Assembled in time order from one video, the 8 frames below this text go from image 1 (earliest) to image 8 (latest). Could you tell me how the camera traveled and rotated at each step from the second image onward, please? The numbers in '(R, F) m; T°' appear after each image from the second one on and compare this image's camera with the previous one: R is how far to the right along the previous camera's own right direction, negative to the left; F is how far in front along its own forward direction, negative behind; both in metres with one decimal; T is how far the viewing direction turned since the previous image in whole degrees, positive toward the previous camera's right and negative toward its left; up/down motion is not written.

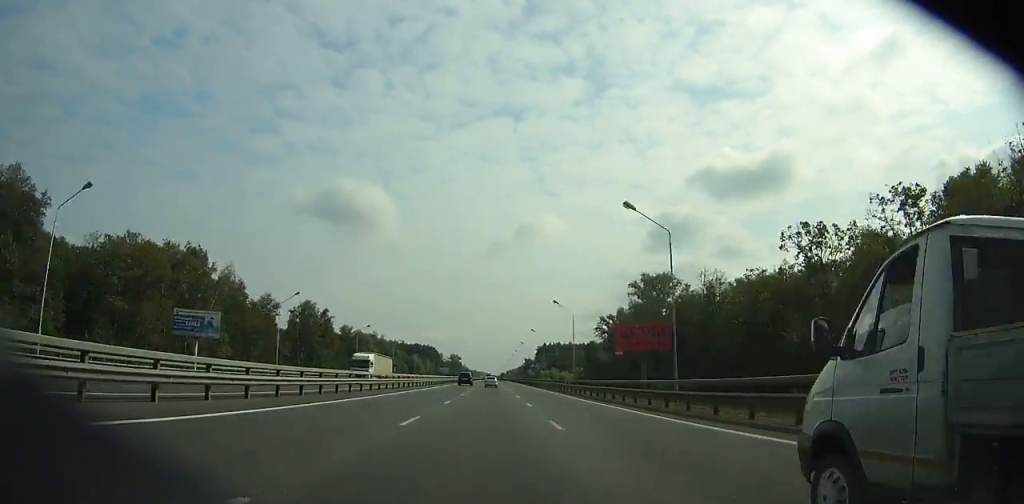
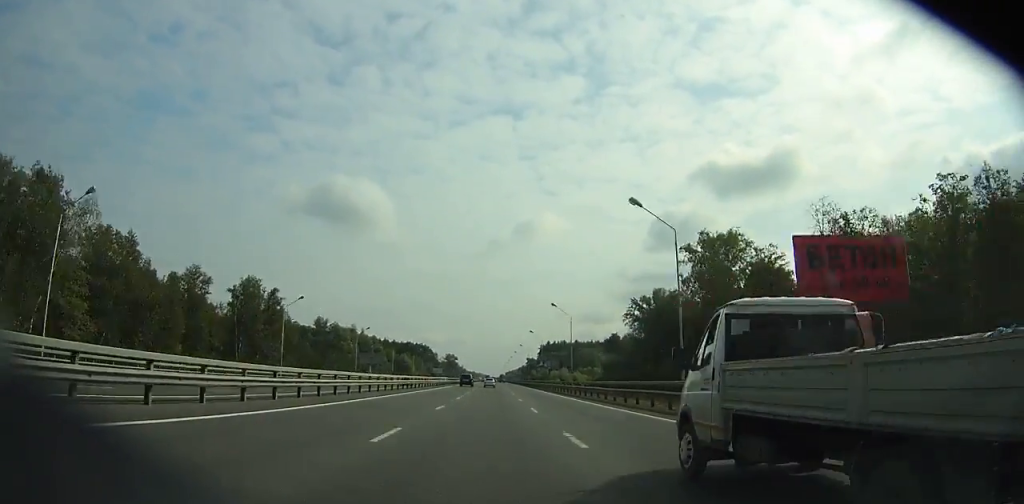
(0.0, +39.1) m; 0°
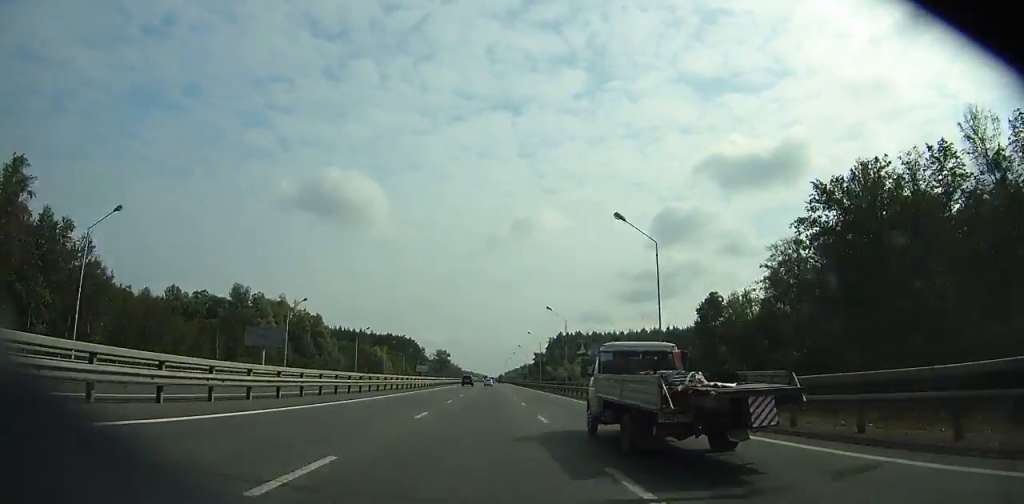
(+0.1, +75.4) m; 0°
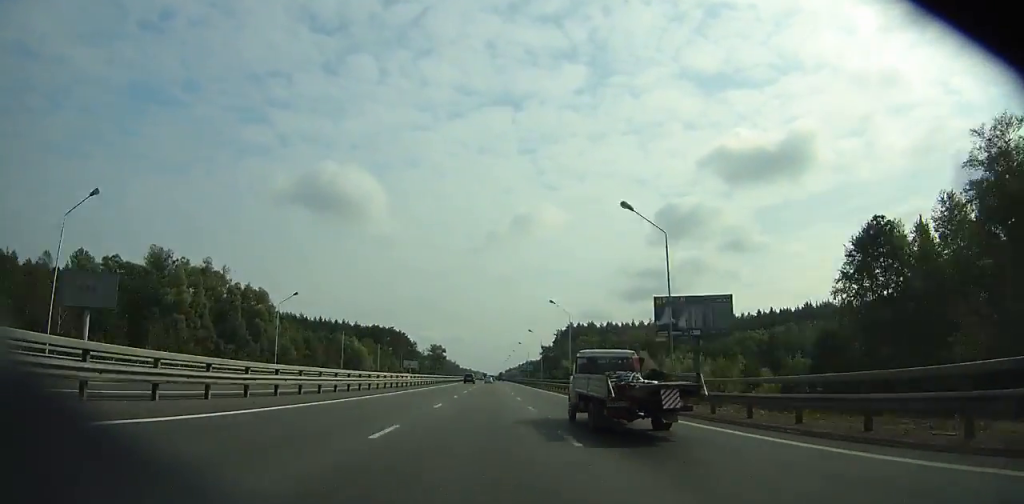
(+0.1, +41.9) m; 0°
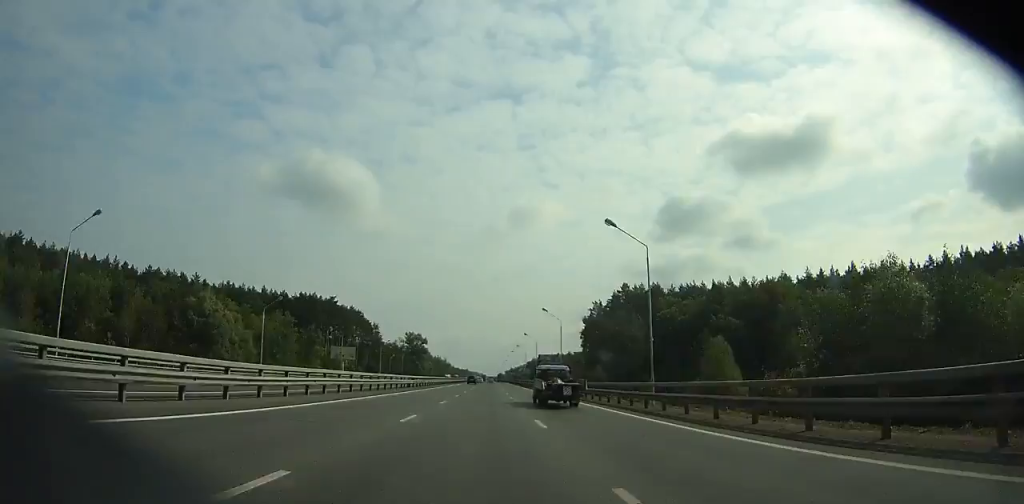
(0.0, +115.1) m; 0°
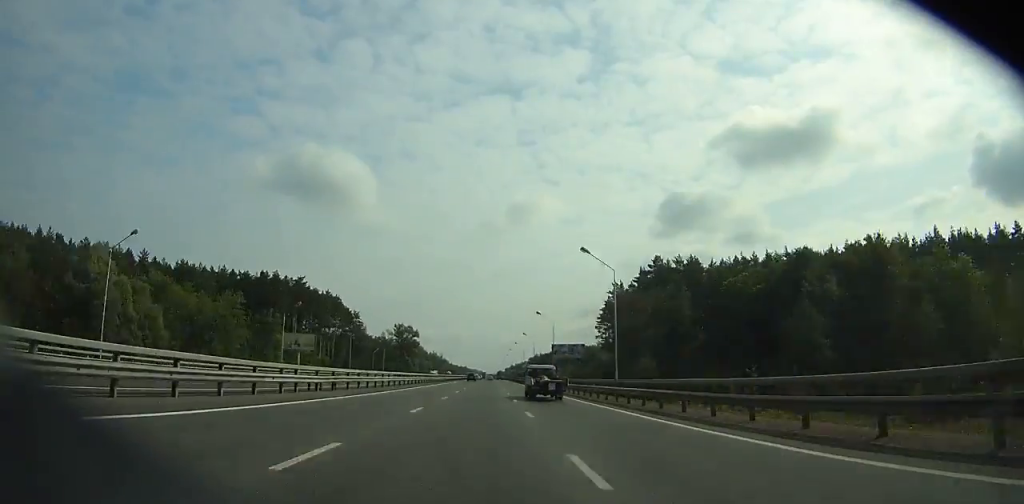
(0.0, +32.4) m; 0°
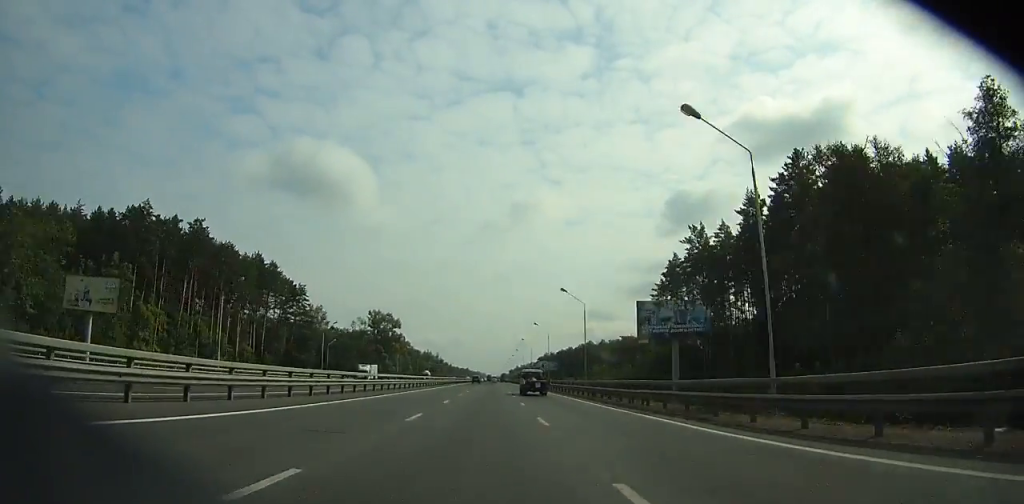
(-0.2, +64.0) m; 0°
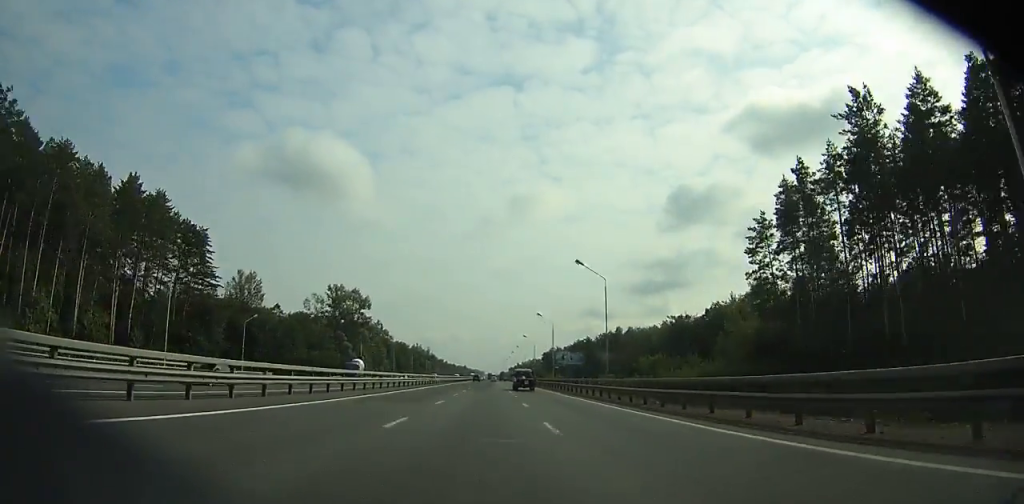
(-0.1, +50.2) m; 0°
